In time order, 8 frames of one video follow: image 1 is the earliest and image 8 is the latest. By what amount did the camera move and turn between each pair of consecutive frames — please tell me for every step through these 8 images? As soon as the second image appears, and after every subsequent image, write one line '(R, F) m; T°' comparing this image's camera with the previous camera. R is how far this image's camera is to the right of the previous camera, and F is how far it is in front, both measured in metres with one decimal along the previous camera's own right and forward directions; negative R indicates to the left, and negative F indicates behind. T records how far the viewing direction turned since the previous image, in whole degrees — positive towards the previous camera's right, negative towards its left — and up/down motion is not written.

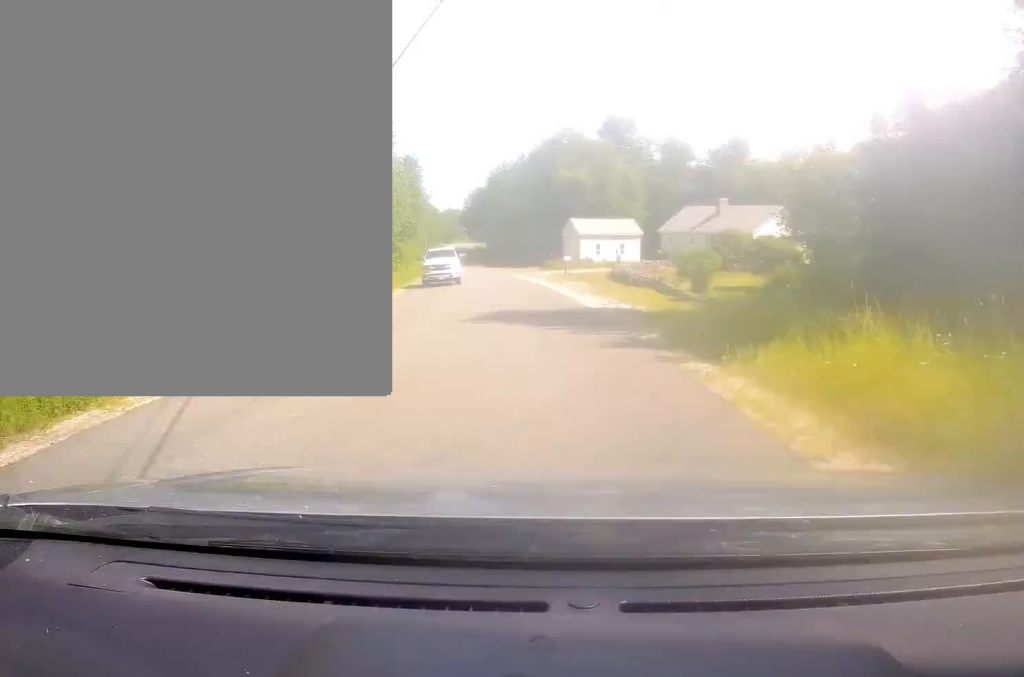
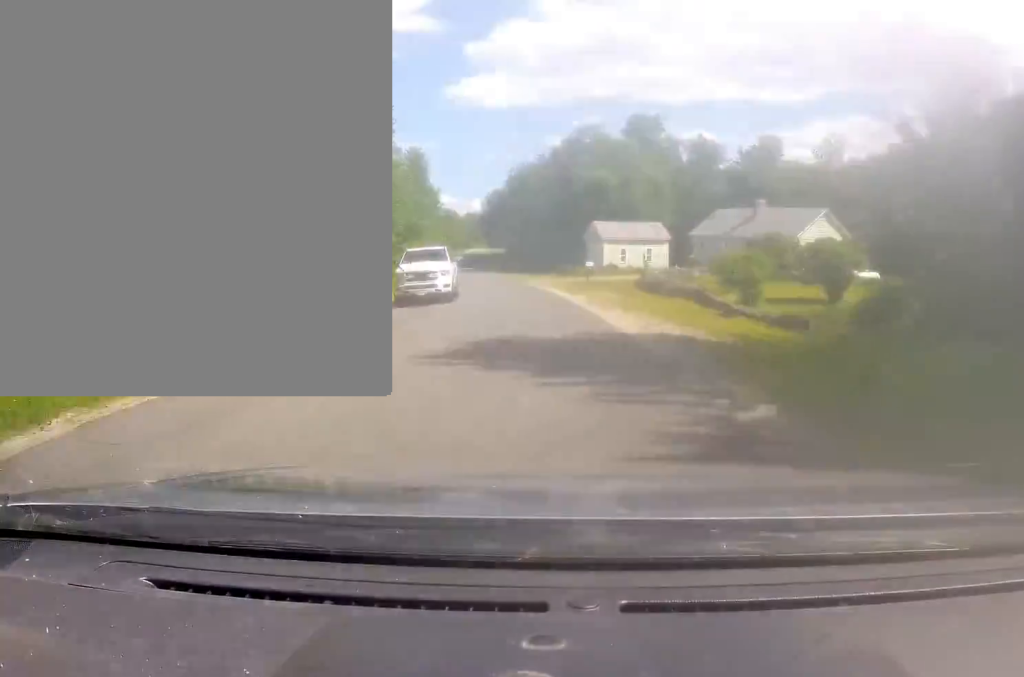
(-0.1, +7.0) m; -2°
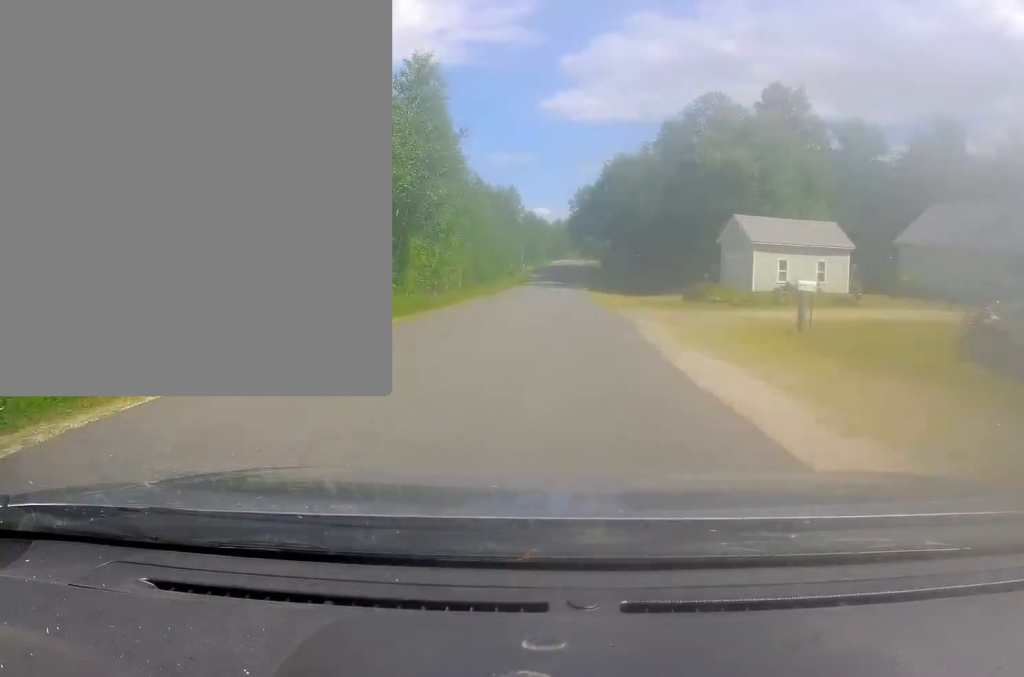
(-2.4, +28.4) m; -10°
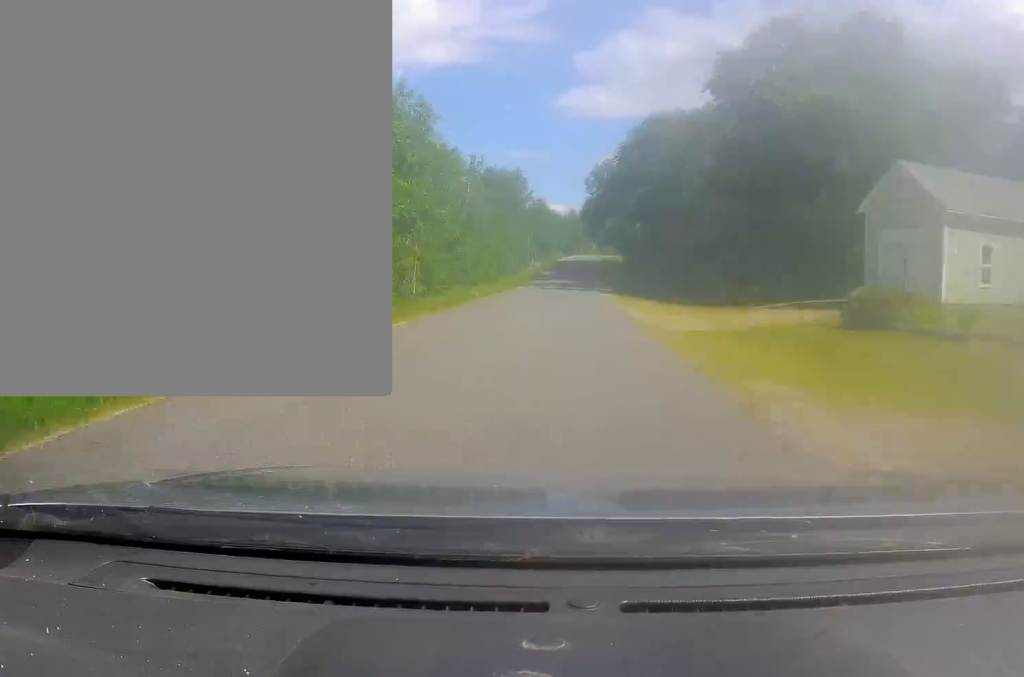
(-1.2, +24.4) m; -4°
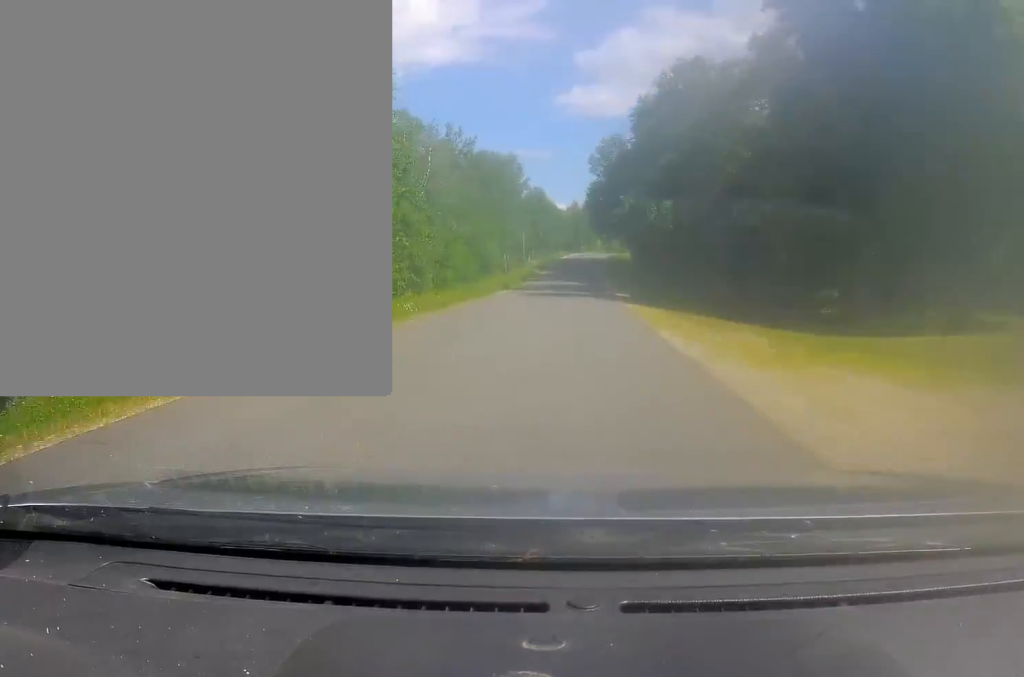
(0.0, +17.1) m; -1°
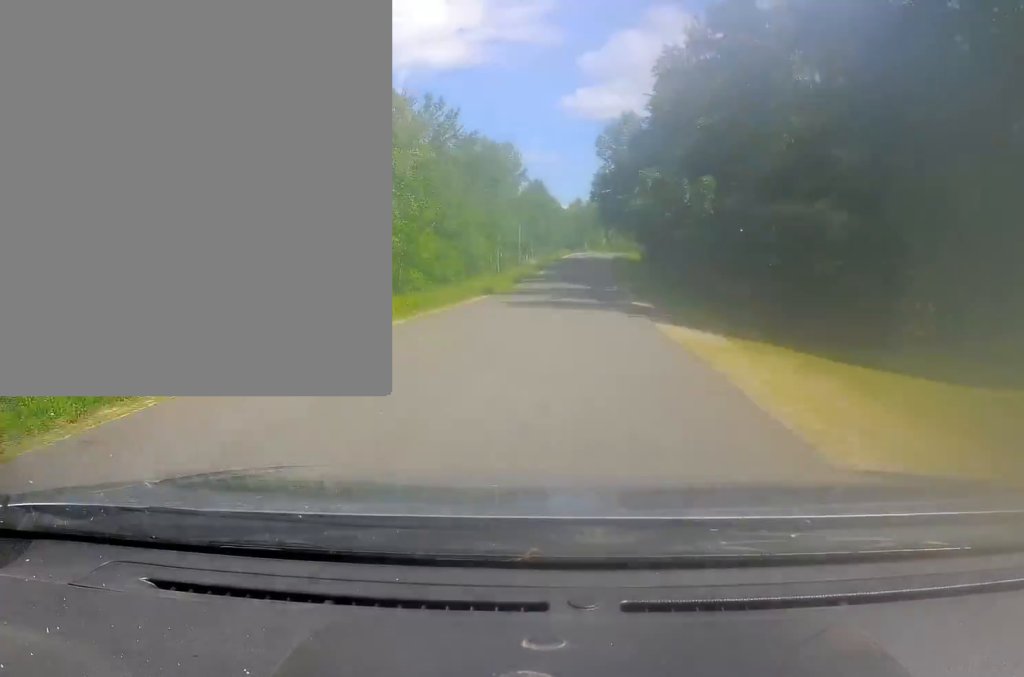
(-0.2, +11.8) m; -1°
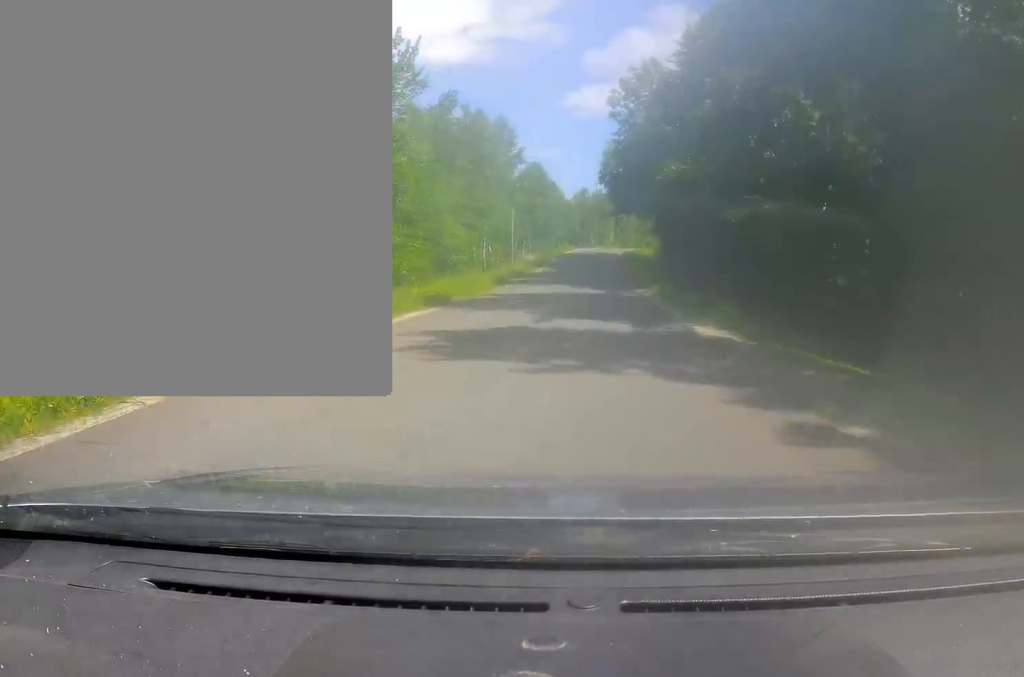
(-0.1, +16.5) m; +1°
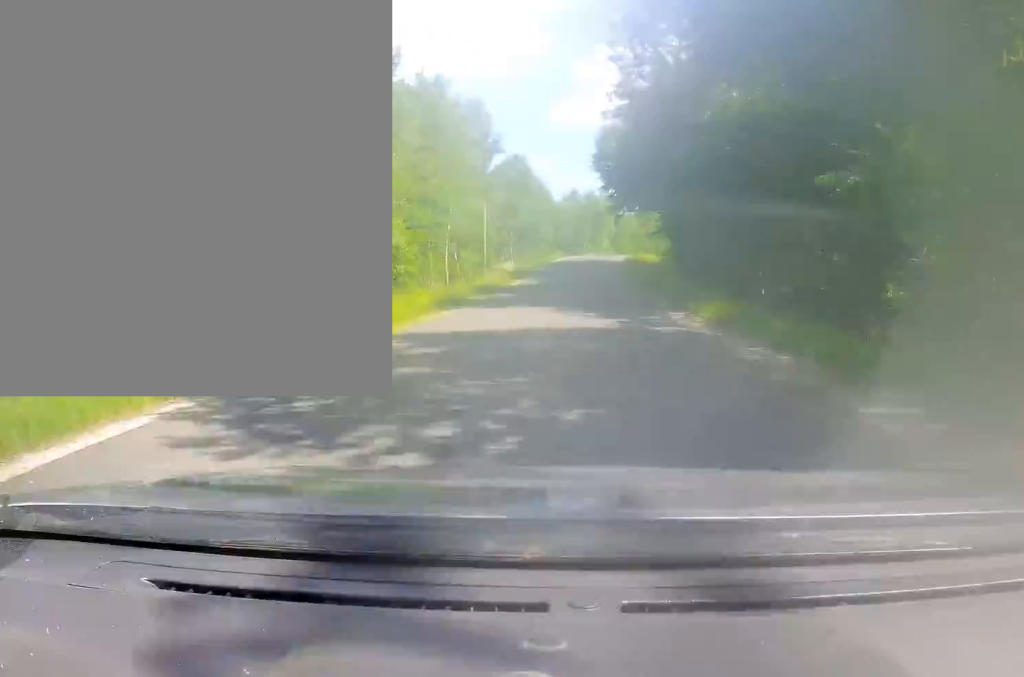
(+0.2, +15.5) m; +1°
